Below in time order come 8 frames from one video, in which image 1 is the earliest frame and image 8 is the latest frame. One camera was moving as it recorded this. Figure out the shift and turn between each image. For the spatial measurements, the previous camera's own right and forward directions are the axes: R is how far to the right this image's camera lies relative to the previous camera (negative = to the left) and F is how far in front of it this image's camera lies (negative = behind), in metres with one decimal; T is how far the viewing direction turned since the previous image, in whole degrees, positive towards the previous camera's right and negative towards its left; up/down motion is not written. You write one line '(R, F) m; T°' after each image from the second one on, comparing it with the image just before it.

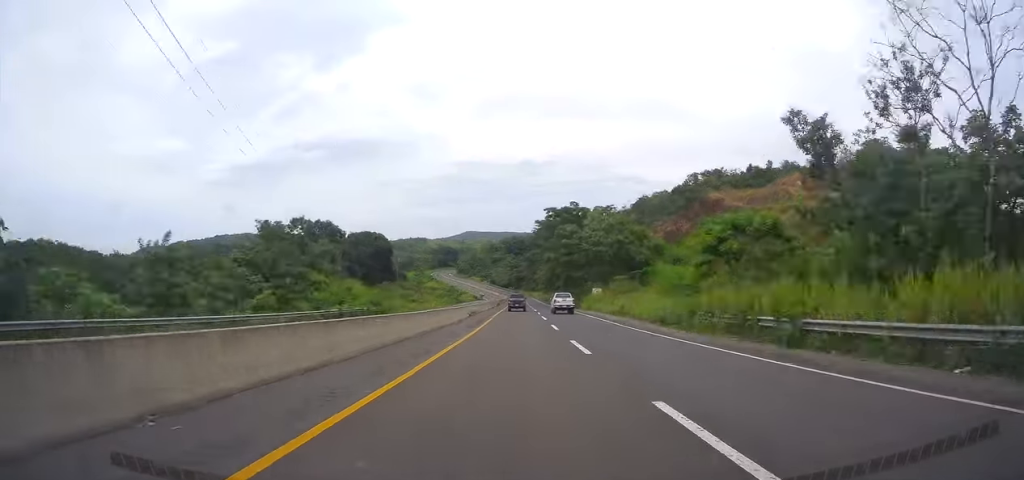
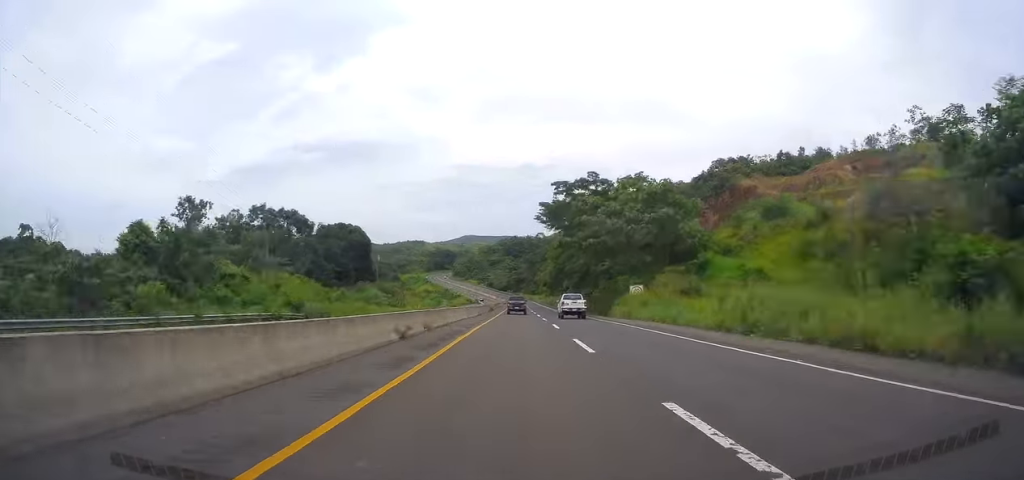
(0.0, +26.0) m; 0°
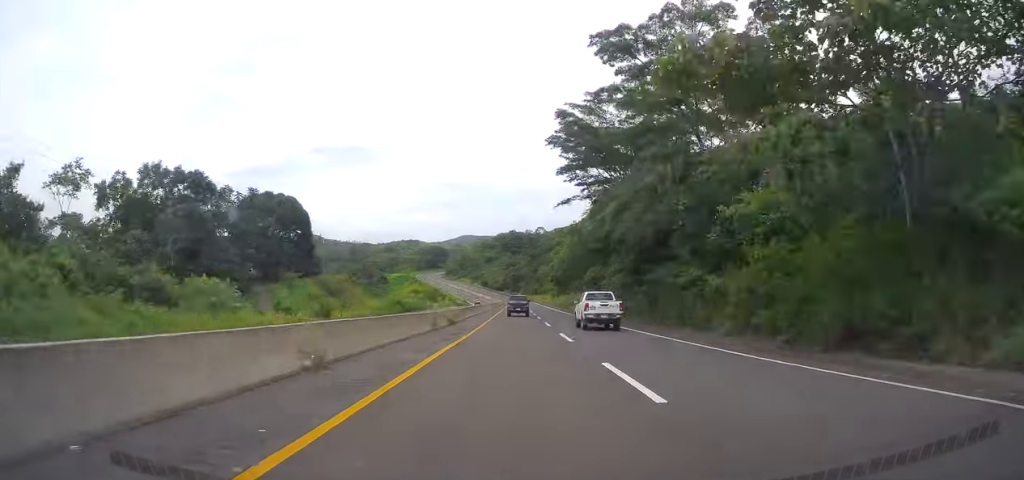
(+0.2, +44.4) m; 0°
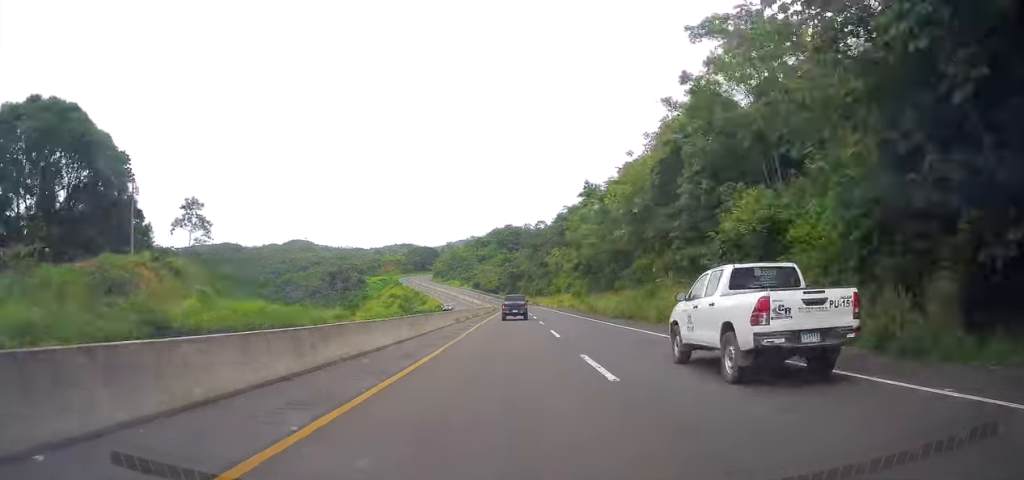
(+0.2, +60.5) m; 0°
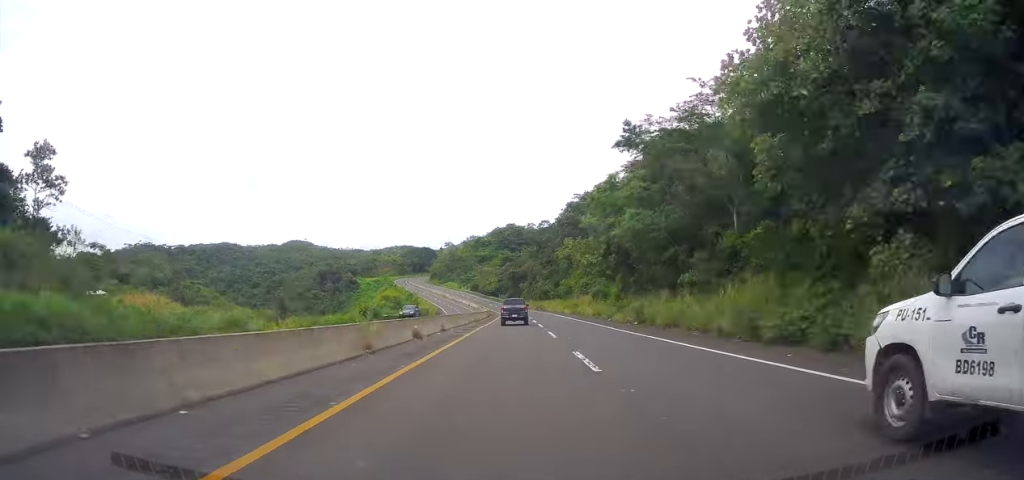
(0.0, +23.2) m; 0°
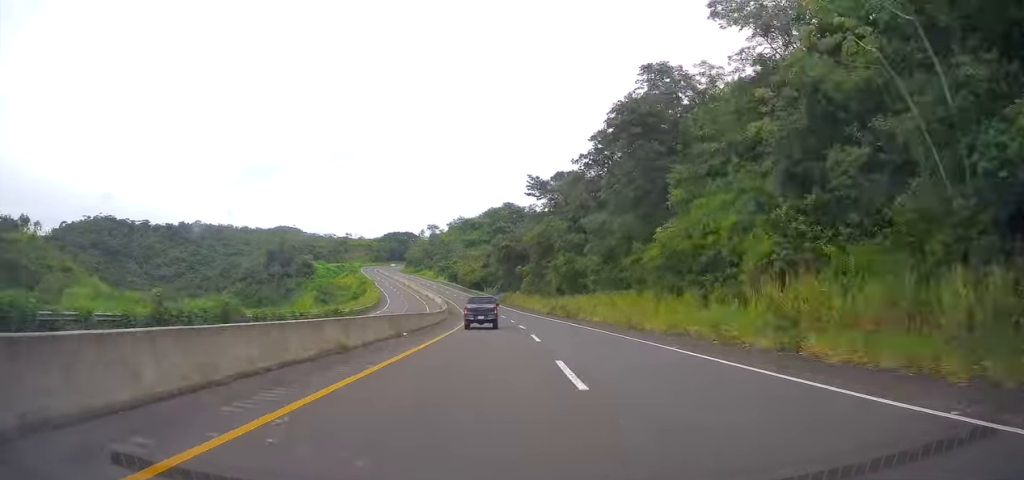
(-0.3, +76.5) m; 0°
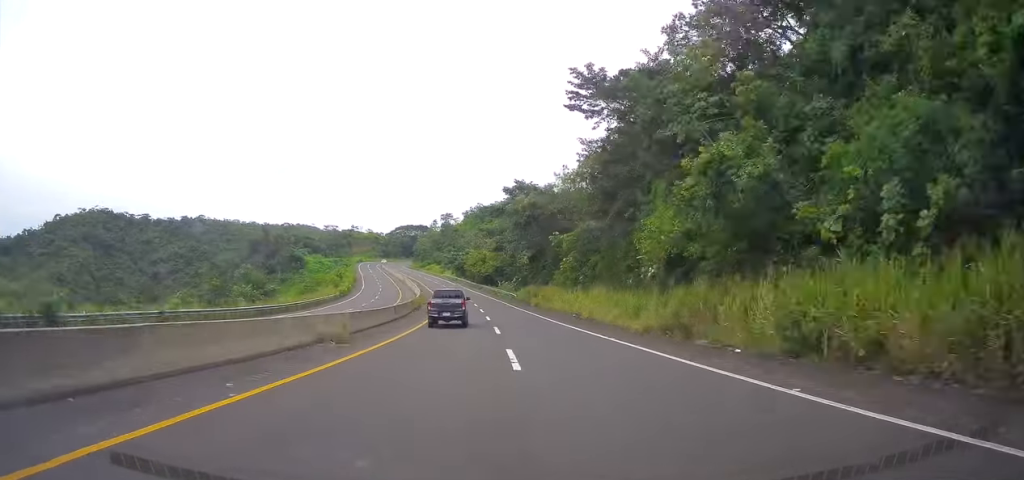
(-0.1, +46.3) m; -2°
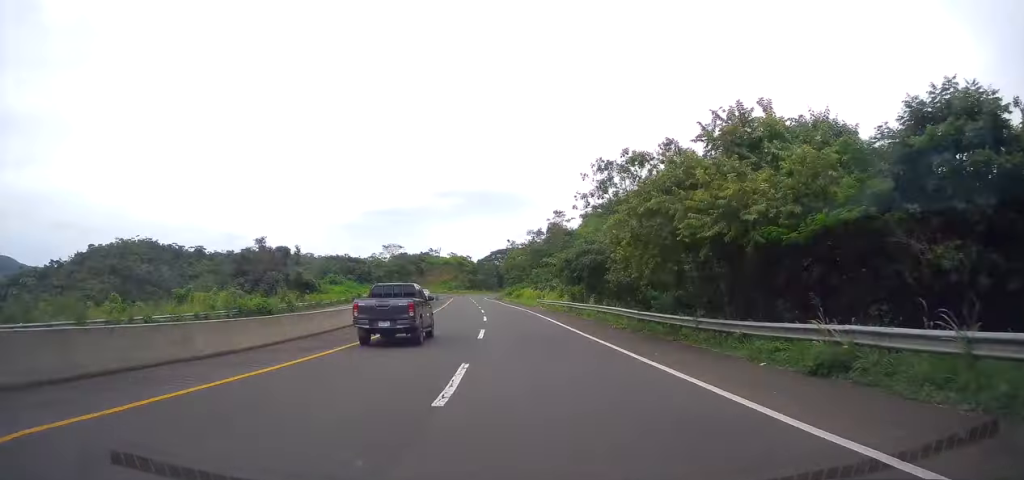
(-6.5, +100.9) m; -9°
